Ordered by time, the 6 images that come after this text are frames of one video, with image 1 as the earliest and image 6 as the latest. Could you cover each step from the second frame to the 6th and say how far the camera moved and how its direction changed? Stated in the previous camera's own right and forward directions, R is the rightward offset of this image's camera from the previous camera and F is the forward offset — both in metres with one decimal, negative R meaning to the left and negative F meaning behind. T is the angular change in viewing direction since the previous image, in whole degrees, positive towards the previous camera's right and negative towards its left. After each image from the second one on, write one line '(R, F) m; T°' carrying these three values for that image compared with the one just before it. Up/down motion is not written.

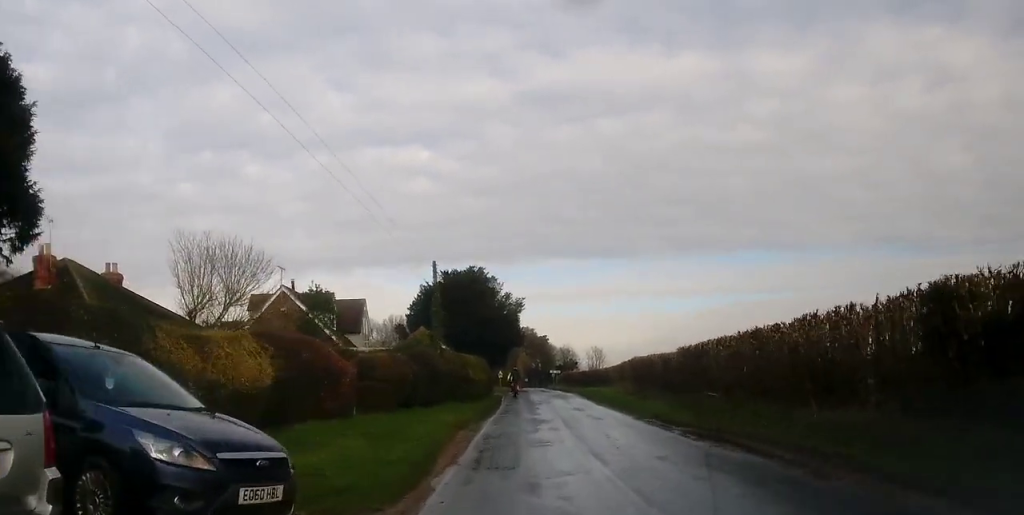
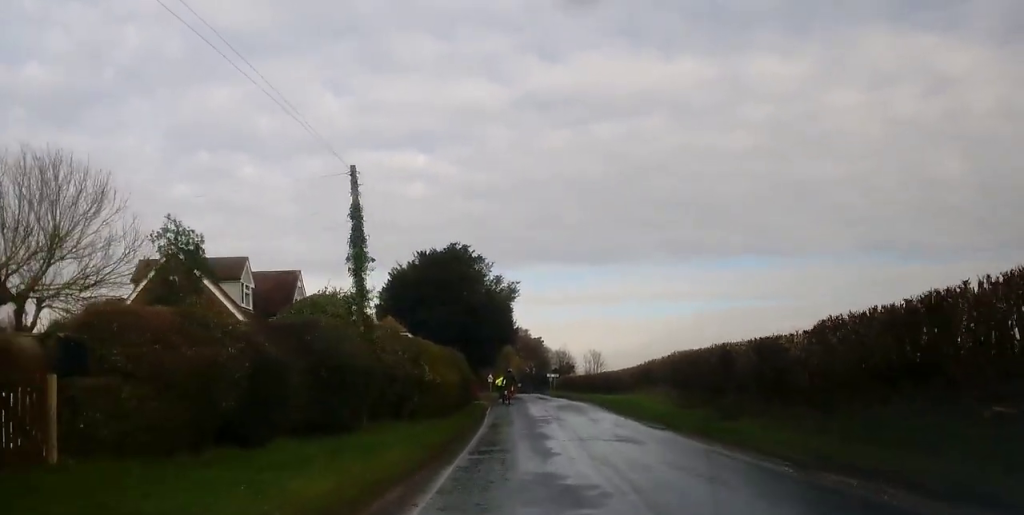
(+0.1, +14.6) m; -1°
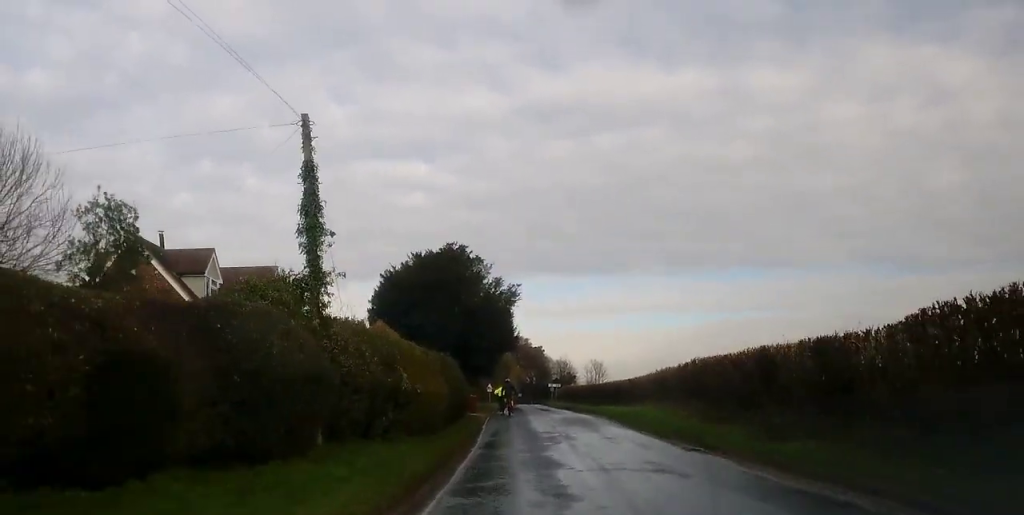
(-0.3, +4.1) m; +1°
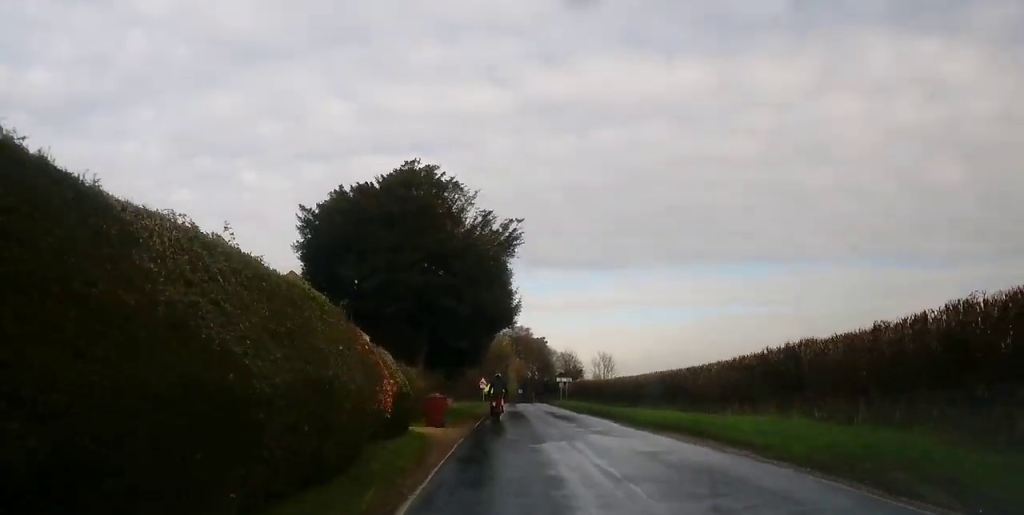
(+0.6, +19.9) m; -1°
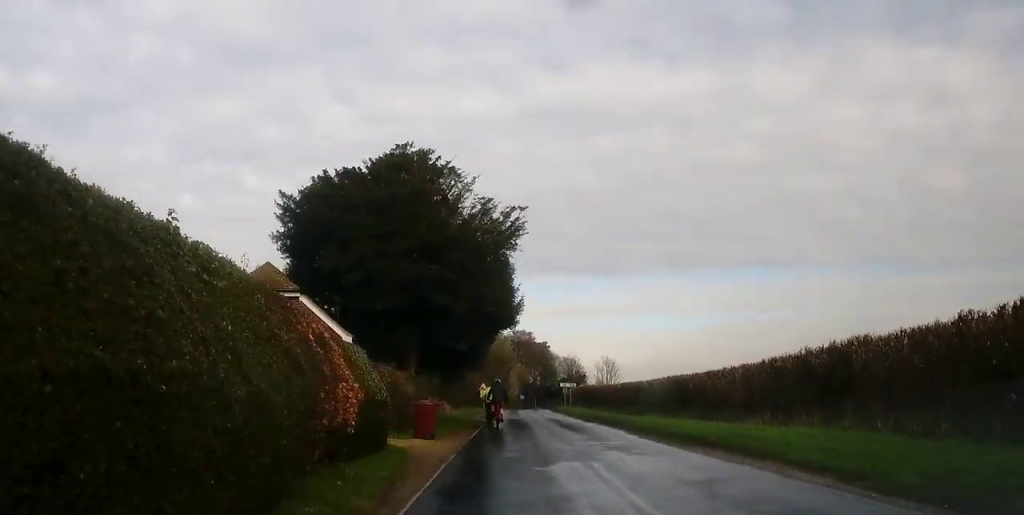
(-0.1, +3.5) m; +1°
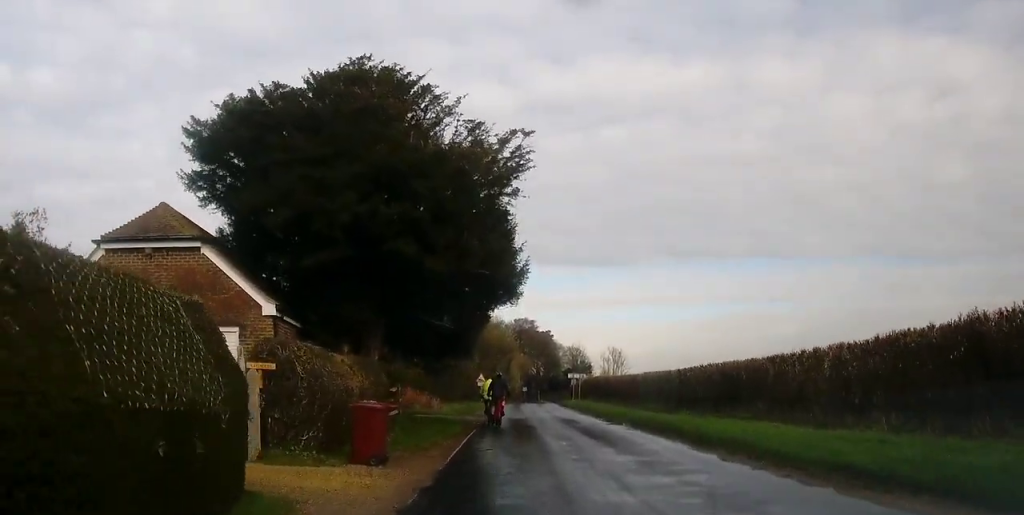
(+0.3, +9.2) m; 0°
